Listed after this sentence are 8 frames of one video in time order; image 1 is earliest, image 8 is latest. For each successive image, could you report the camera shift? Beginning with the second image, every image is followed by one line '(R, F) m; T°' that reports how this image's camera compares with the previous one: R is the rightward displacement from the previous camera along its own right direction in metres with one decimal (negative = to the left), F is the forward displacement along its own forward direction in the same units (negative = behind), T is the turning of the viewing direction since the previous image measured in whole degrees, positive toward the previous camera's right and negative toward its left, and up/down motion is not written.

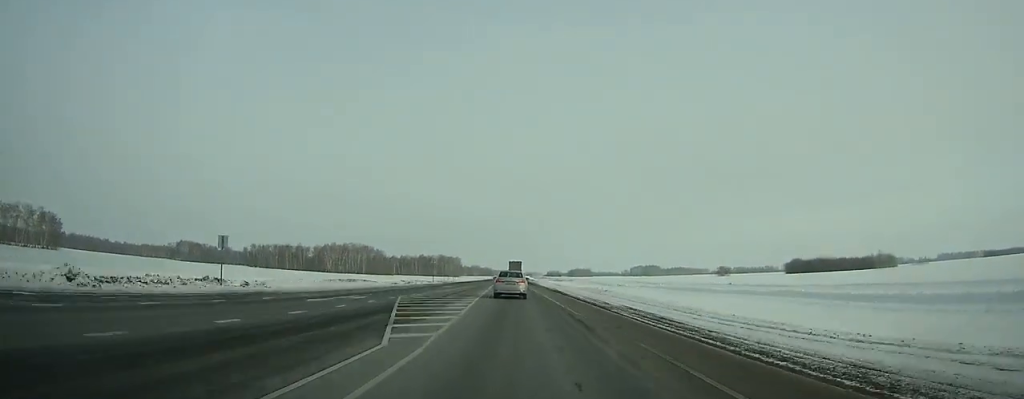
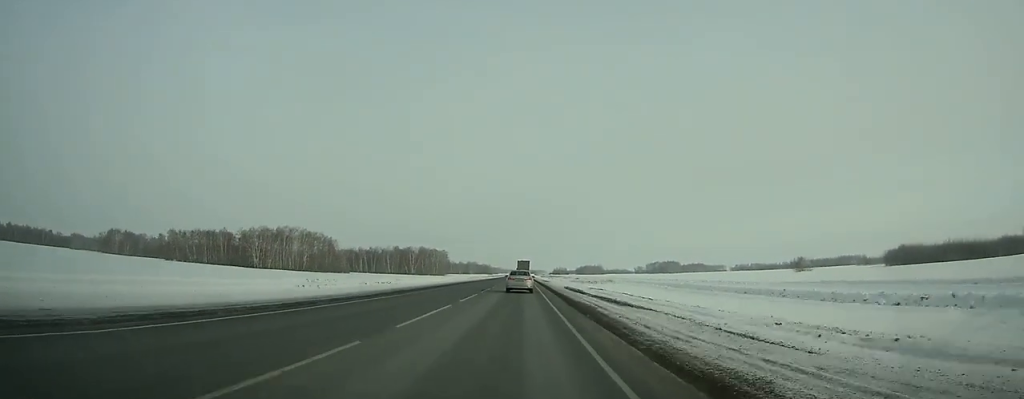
(+0.1, +129.4) m; 0°
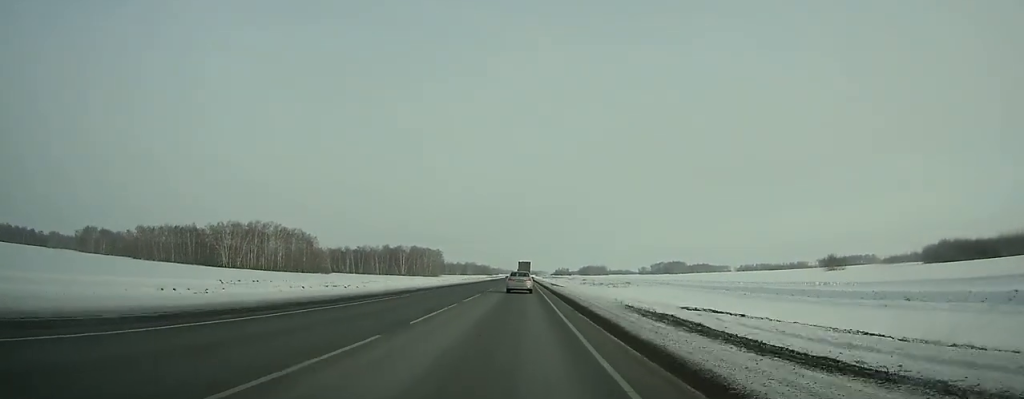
(0.0, +34.9) m; 0°
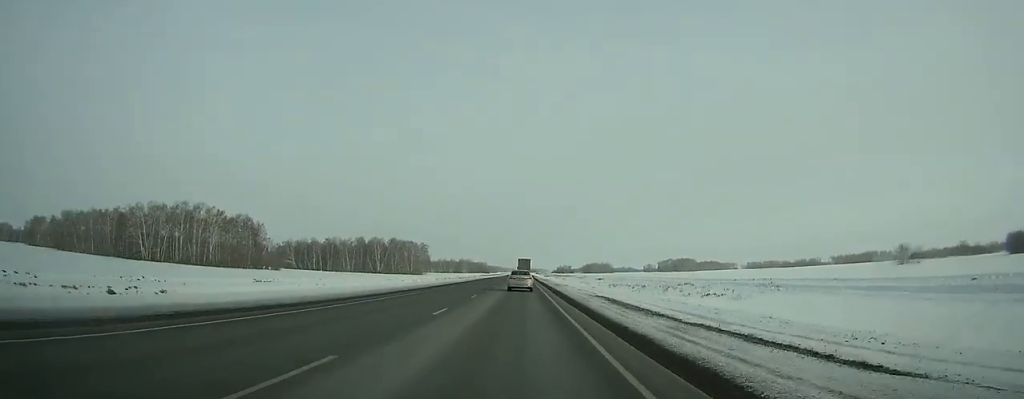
(+0.2, +62.4) m; 0°
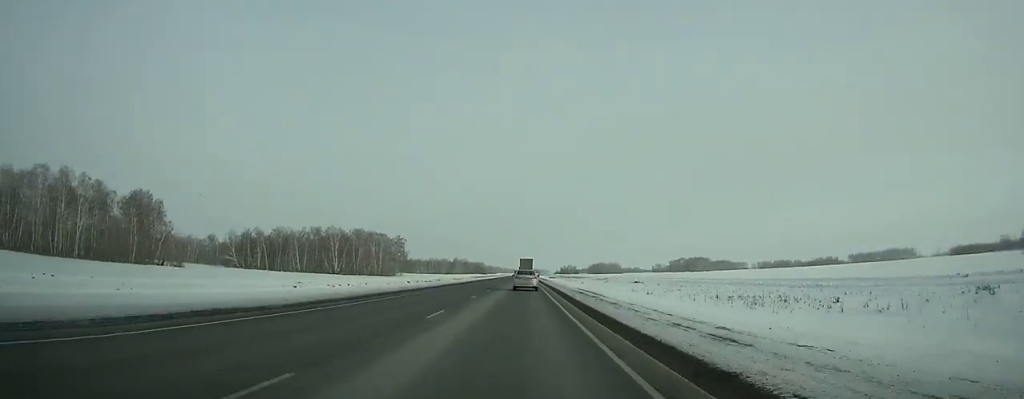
(+0.1, +73.8) m; 0°
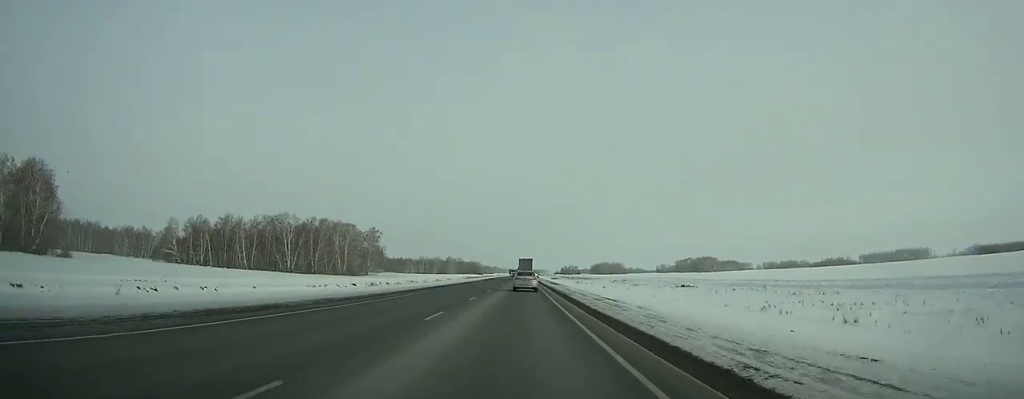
(0.0, +50.0) m; 0°
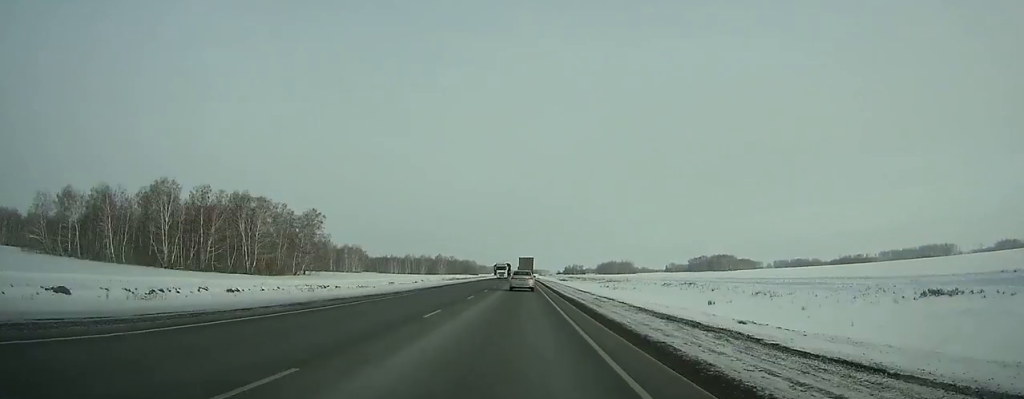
(0.0, +70.9) m; 0°
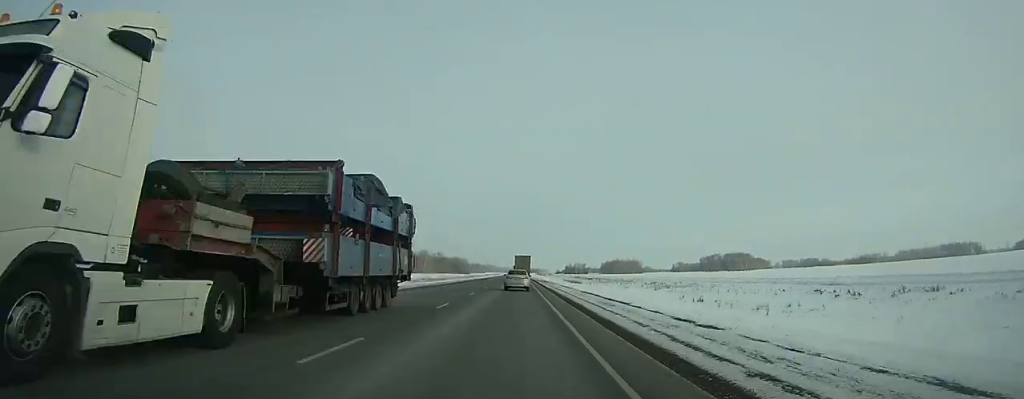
(0.0, +68.9) m; 0°
